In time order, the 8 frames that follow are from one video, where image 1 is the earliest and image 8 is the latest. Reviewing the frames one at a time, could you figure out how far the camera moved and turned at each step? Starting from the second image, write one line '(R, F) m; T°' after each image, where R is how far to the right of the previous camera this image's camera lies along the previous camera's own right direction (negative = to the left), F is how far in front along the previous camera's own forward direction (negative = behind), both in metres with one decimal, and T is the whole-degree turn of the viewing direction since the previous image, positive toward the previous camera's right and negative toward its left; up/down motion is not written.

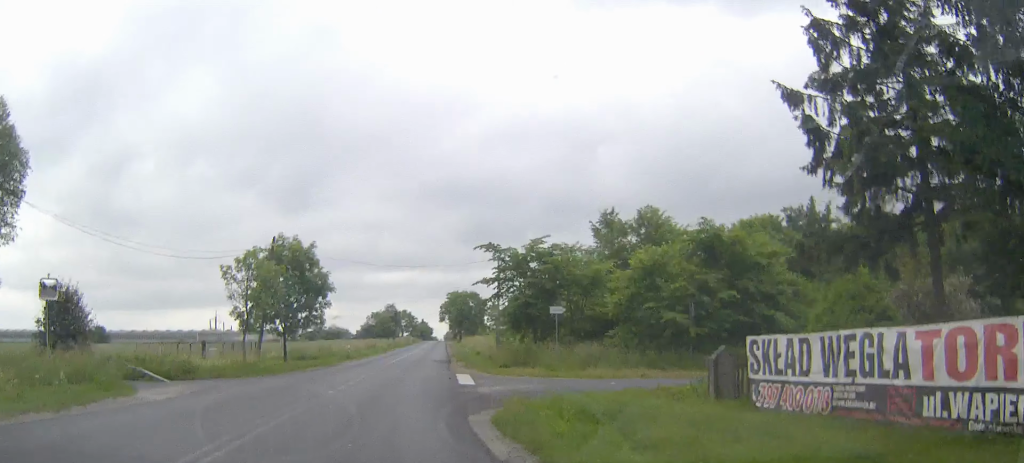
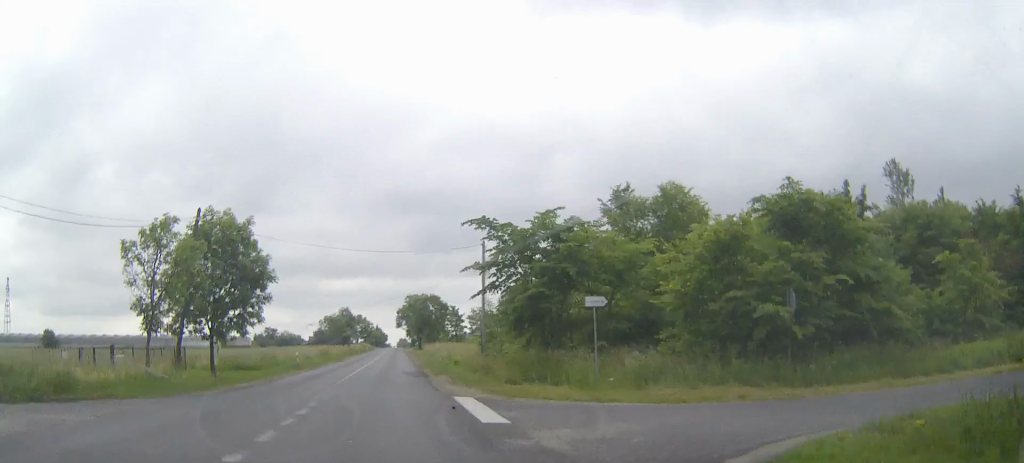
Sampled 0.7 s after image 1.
(+0.6, +10.8) m; +4°
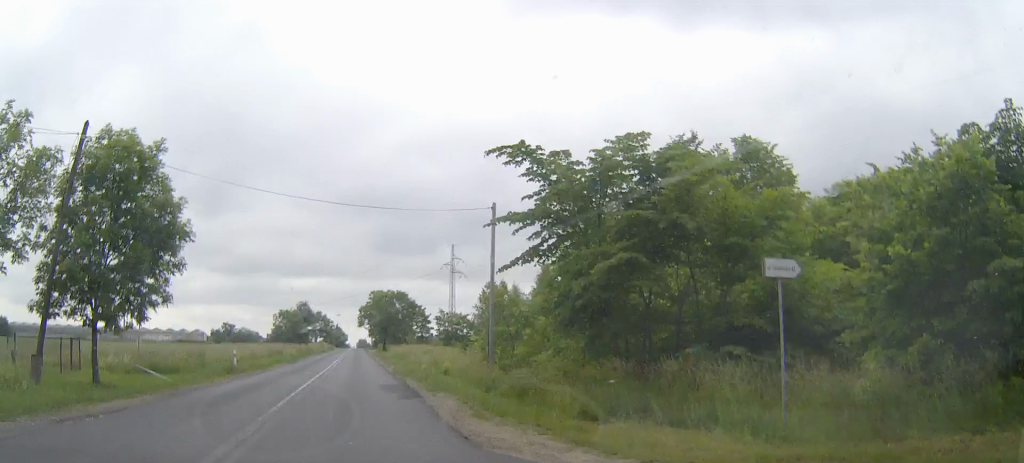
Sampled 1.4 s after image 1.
(+0.4, +11.3) m; +4°
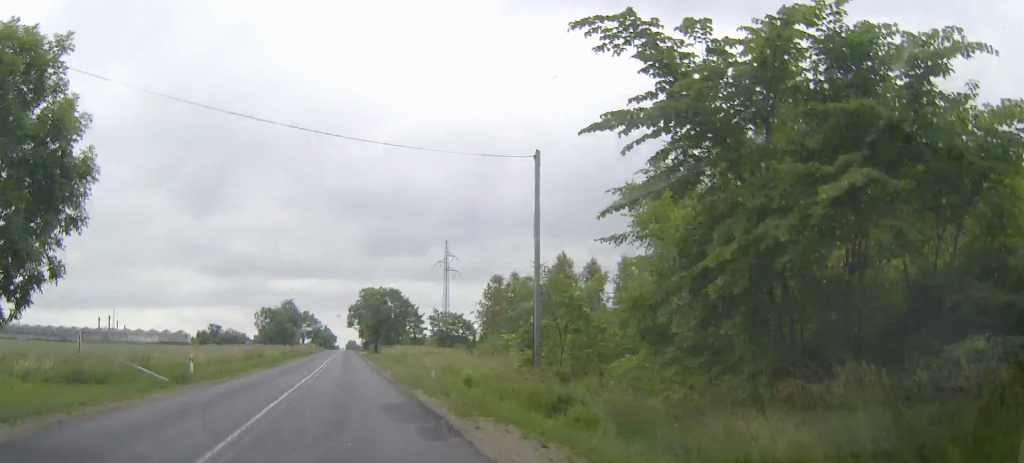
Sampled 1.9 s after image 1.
(+0.2, +8.2) m; +2°
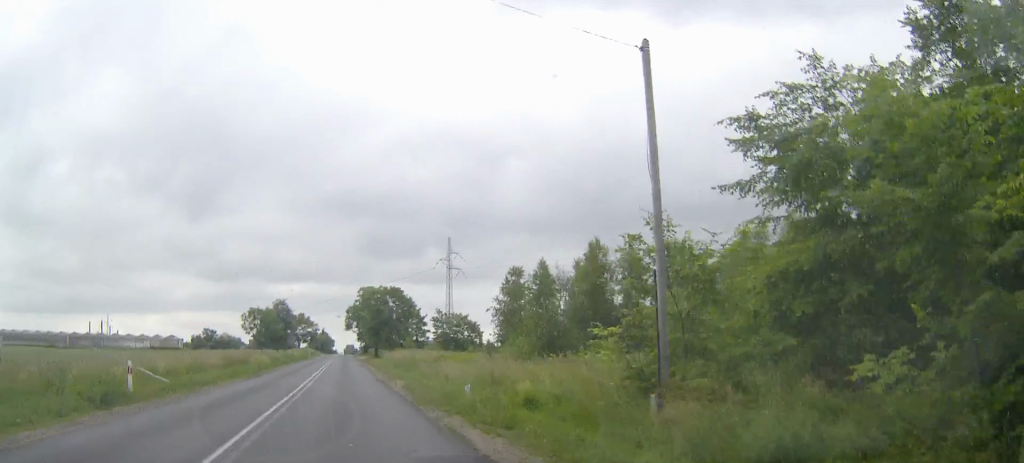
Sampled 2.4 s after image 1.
(+0.1, +7.7) m; +1°
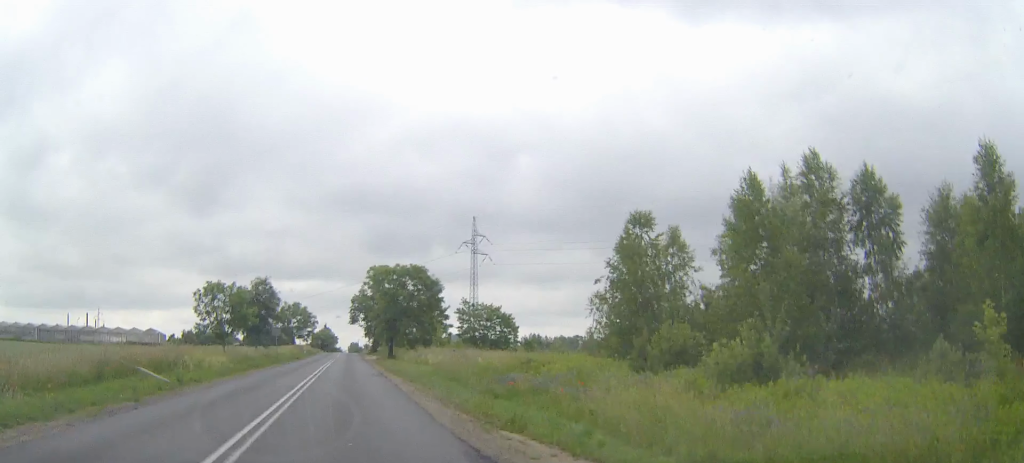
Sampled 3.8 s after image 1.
(+0.2, +23.6) m; 0°
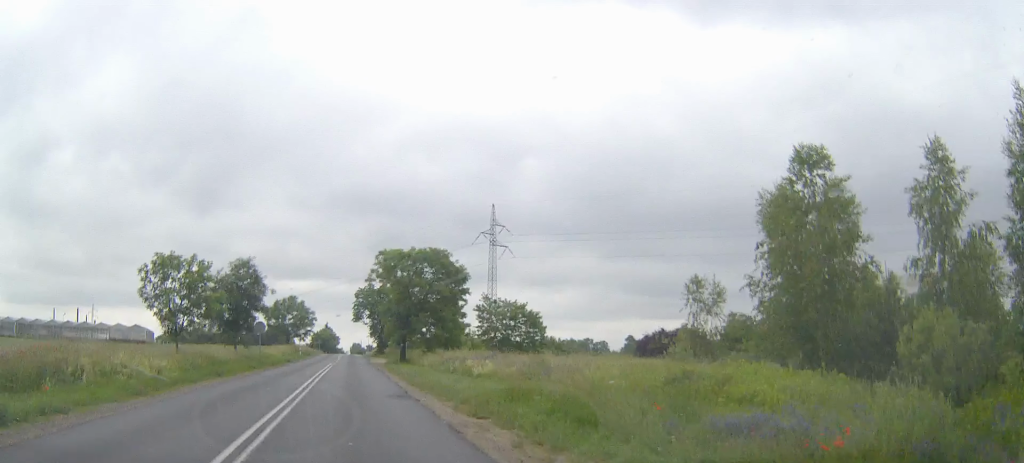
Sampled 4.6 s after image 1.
(0.0, +13.5) m; 0°
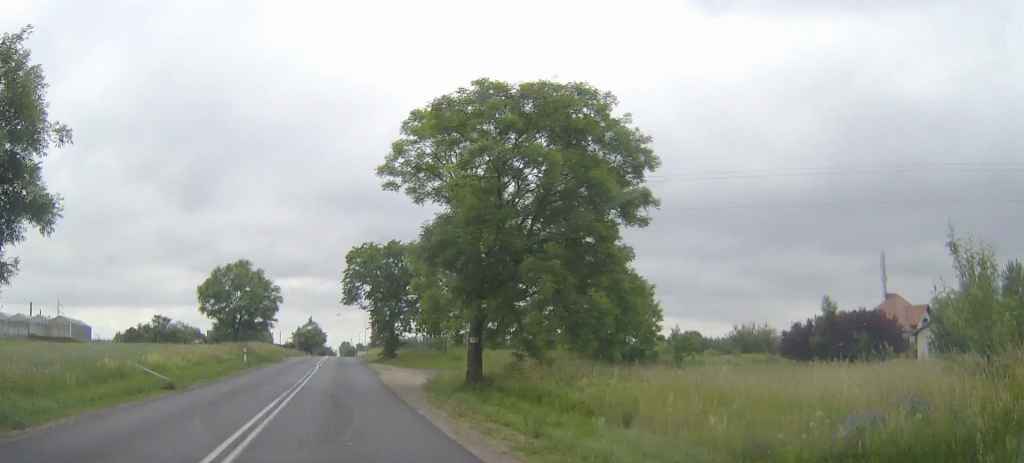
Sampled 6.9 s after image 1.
(+0.3, +38.3) m; +1°
